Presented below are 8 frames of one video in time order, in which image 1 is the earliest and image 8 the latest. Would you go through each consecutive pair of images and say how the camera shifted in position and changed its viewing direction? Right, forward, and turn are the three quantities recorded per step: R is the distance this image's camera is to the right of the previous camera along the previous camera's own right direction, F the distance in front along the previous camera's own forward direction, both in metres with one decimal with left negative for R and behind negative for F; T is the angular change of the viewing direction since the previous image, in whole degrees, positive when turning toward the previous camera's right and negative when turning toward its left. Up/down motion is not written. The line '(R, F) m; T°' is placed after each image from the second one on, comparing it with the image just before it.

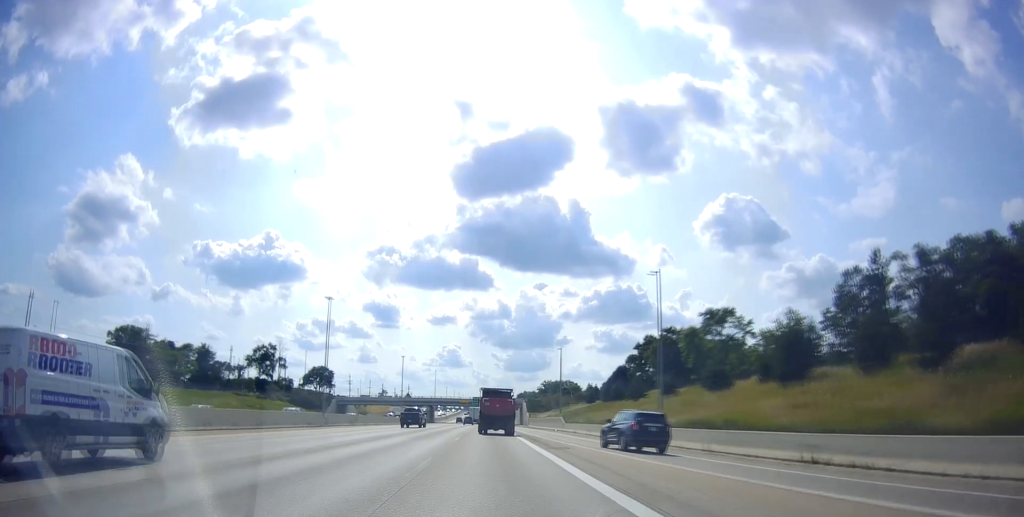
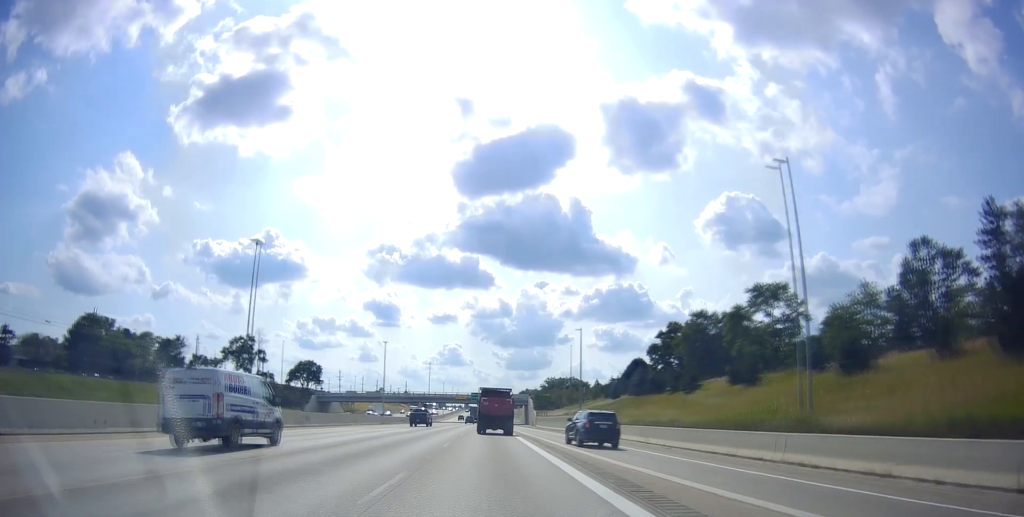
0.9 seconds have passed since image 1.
(-0.3, +20.5) m; 0°
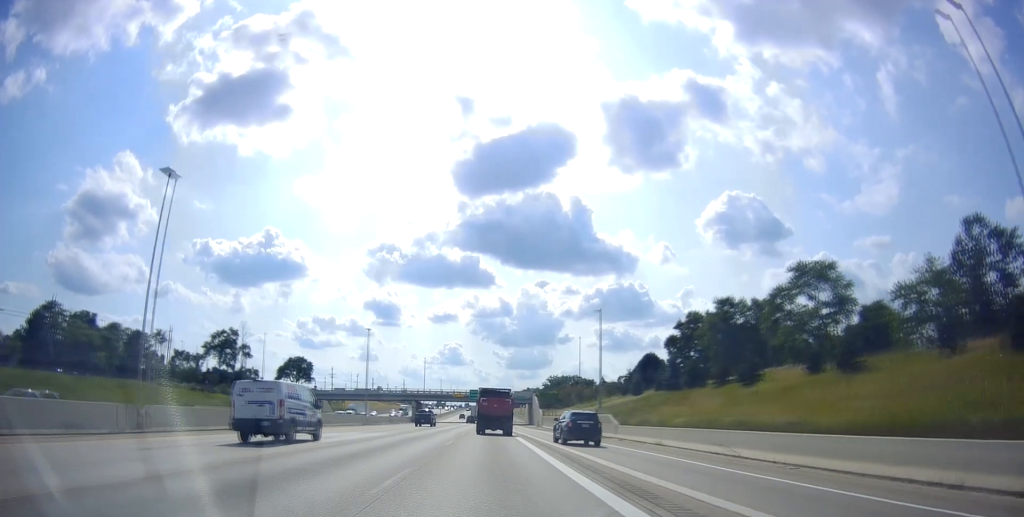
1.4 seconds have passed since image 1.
(0.0, +13.5) m; 0°
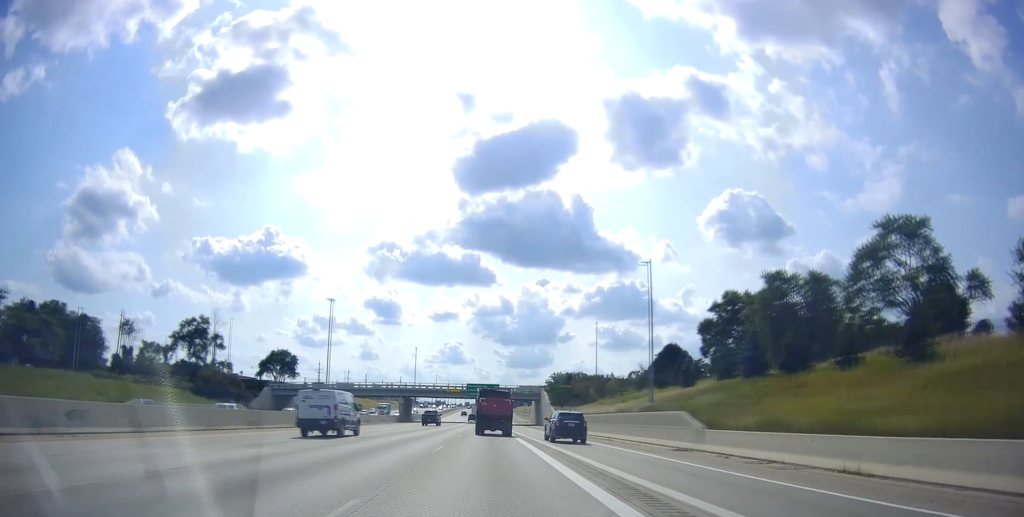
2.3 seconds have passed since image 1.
(+0.3, +20.0) m; 0°
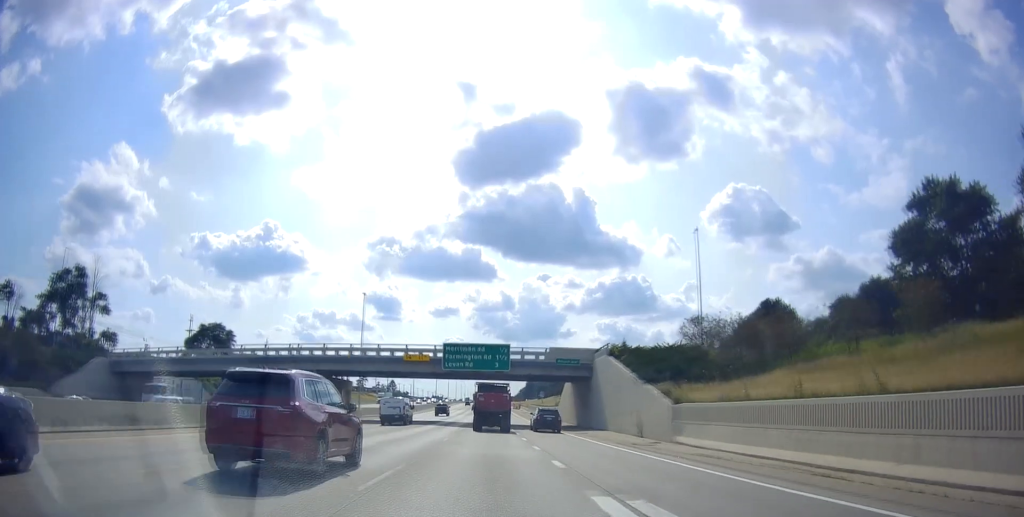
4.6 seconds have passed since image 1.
(-0.5, +56.2) m; 0°
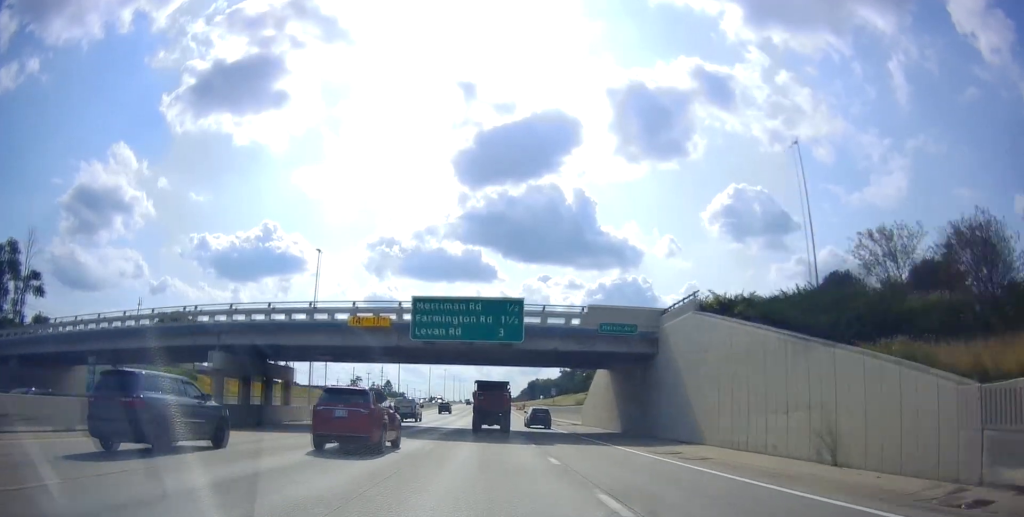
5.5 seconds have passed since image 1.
(+0.1, +21.7) m; -1°
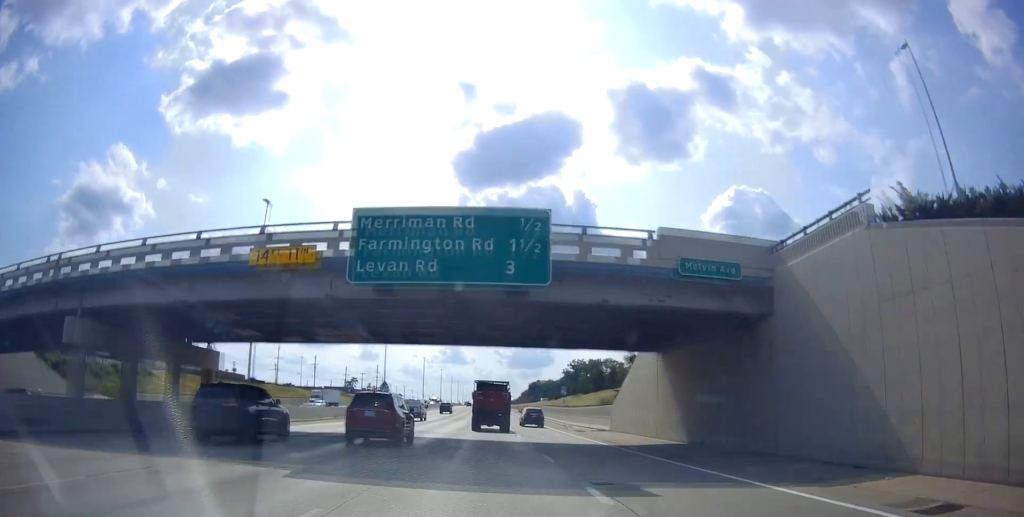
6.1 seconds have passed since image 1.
(-0.2, +14.5) m; -1°
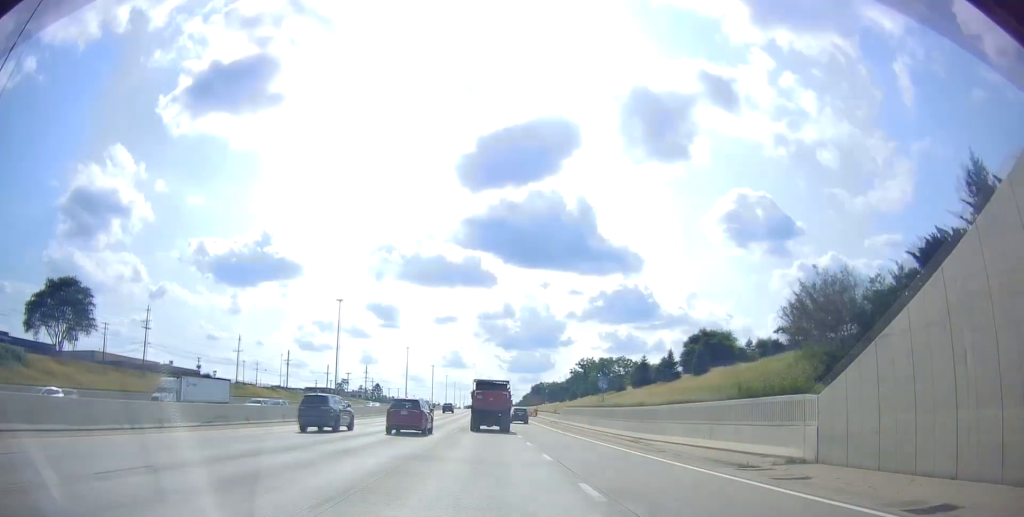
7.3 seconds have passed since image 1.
(0.0, +30.0) m; 0°
